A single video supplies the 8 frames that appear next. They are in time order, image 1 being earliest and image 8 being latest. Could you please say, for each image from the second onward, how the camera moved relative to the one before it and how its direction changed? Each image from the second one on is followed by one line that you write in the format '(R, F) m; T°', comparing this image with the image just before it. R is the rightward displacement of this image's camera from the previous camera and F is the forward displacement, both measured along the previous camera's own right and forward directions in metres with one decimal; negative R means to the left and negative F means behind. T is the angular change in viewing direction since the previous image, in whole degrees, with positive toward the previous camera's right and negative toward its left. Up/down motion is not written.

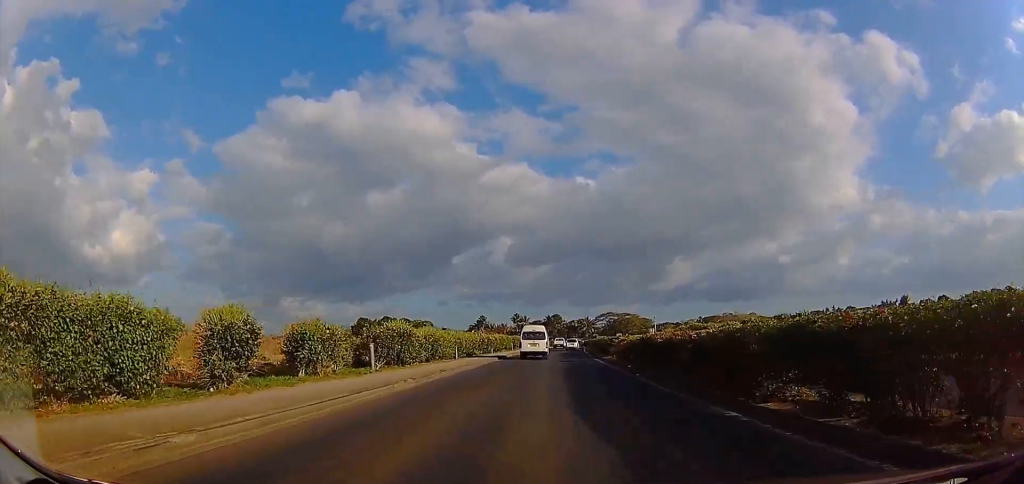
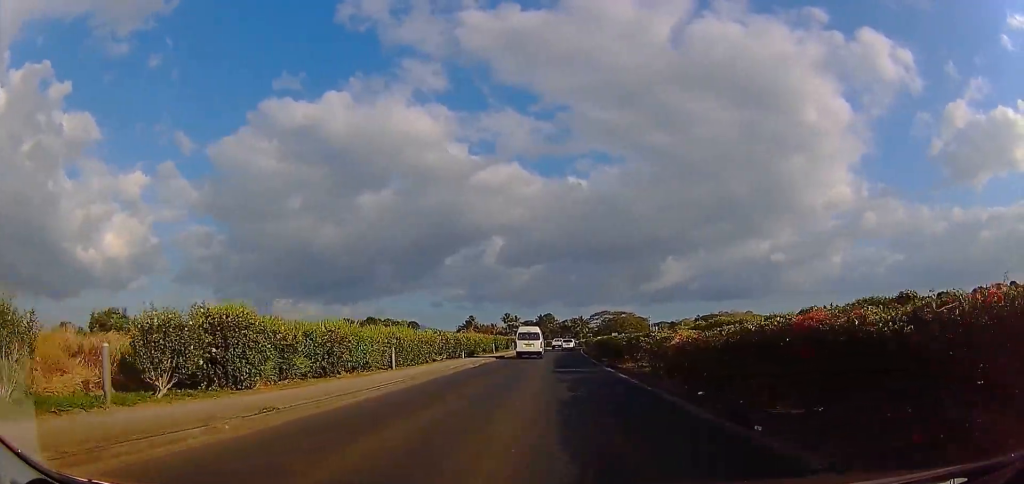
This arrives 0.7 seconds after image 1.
(+0.3, +12.8) m; 0°
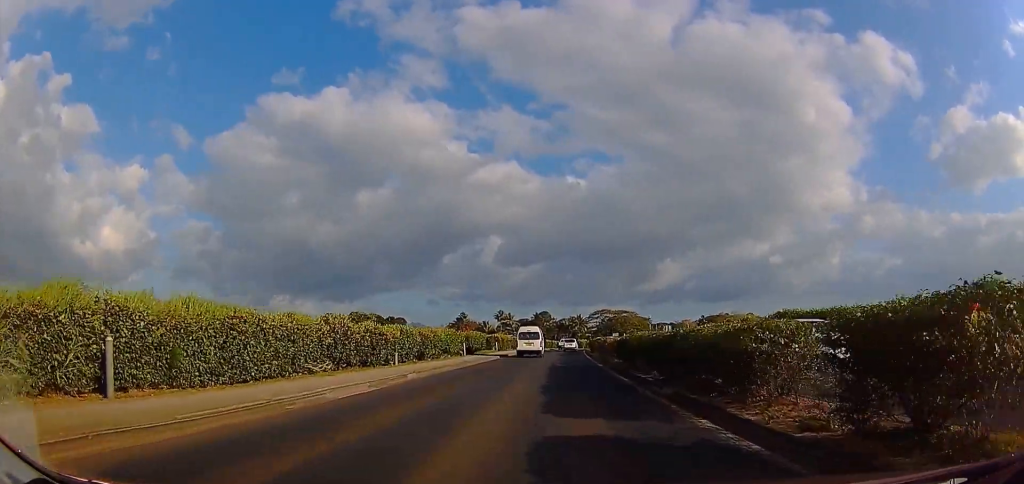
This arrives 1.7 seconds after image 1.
(-0.3, +16.3) m; -1°
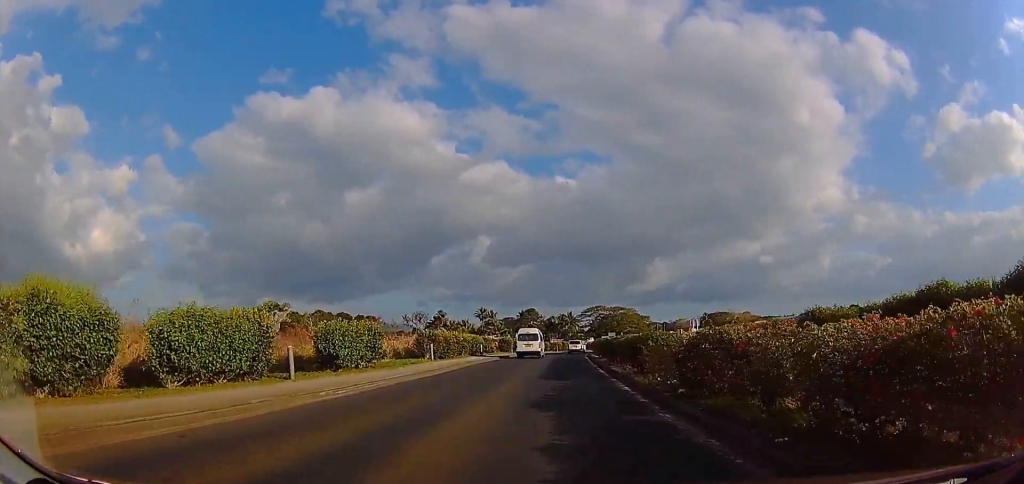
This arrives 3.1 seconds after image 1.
(+0.2, +25.7) m; +1°
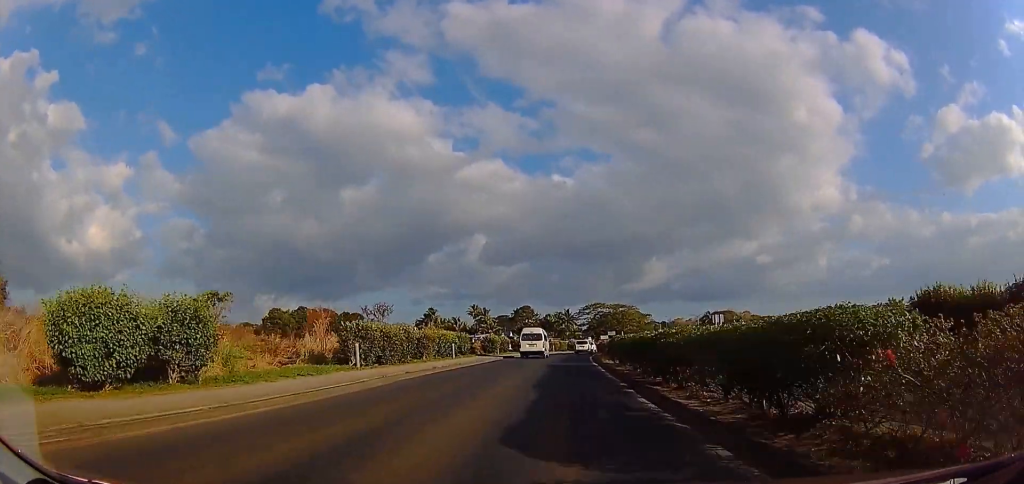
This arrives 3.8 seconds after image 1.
(+0.3, +11.7) m; 0°
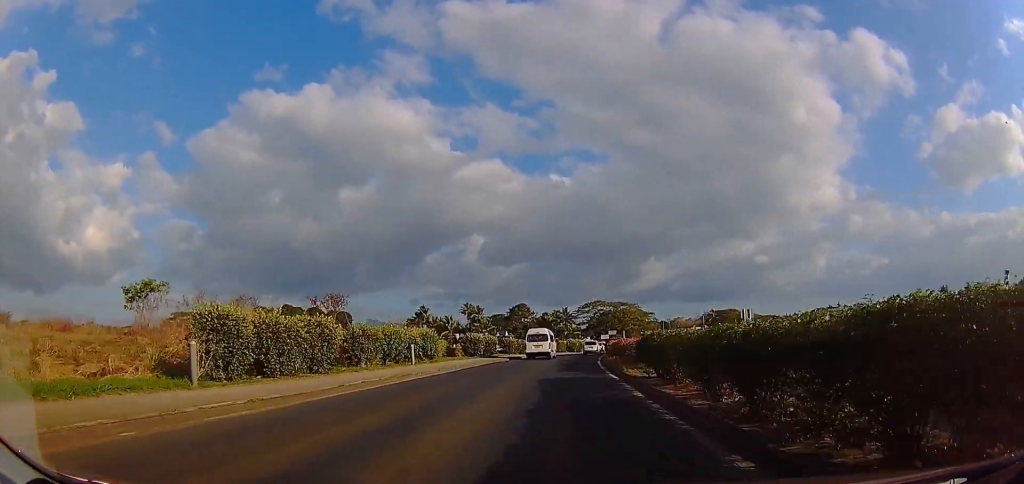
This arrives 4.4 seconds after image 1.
(-0.2, +9.7) m; +2°
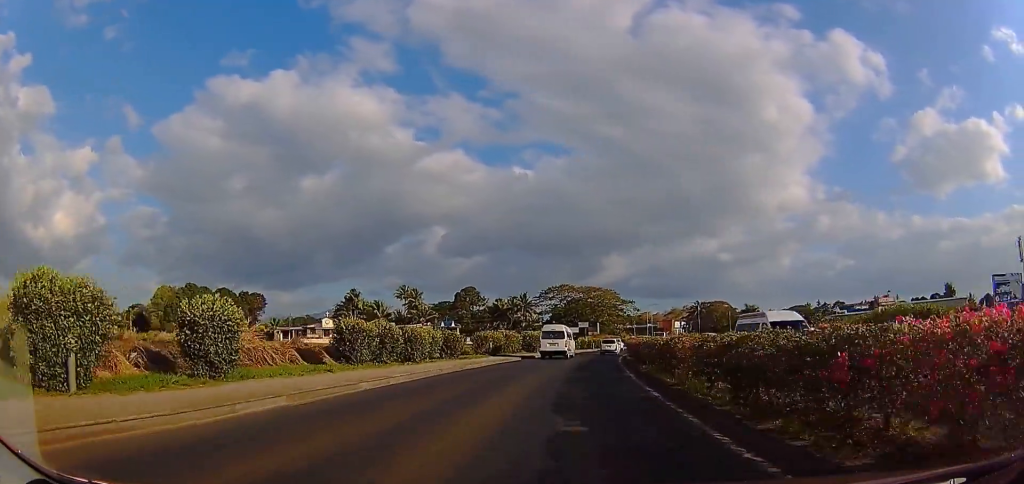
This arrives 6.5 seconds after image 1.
(+2.7, +35.2) m; +7°
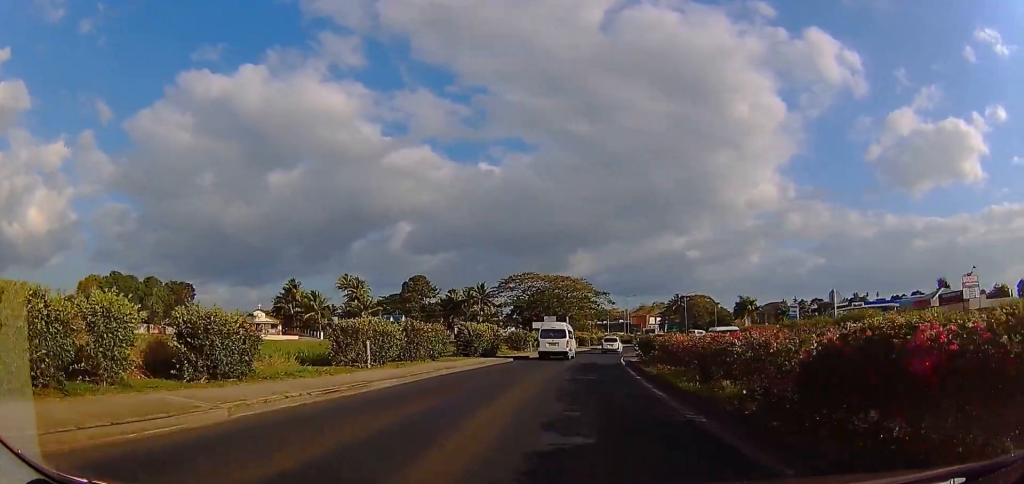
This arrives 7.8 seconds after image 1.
(0.0, +20.1) m; 0°
